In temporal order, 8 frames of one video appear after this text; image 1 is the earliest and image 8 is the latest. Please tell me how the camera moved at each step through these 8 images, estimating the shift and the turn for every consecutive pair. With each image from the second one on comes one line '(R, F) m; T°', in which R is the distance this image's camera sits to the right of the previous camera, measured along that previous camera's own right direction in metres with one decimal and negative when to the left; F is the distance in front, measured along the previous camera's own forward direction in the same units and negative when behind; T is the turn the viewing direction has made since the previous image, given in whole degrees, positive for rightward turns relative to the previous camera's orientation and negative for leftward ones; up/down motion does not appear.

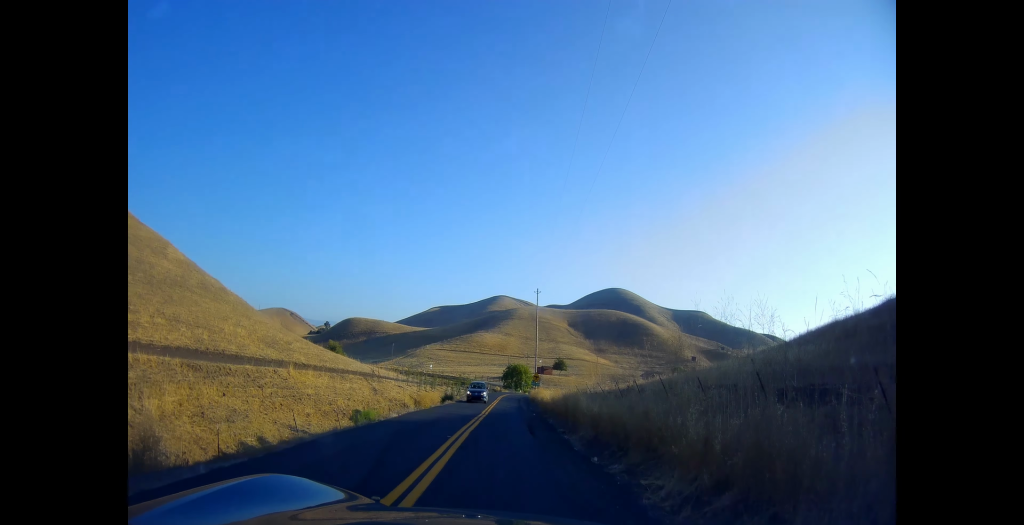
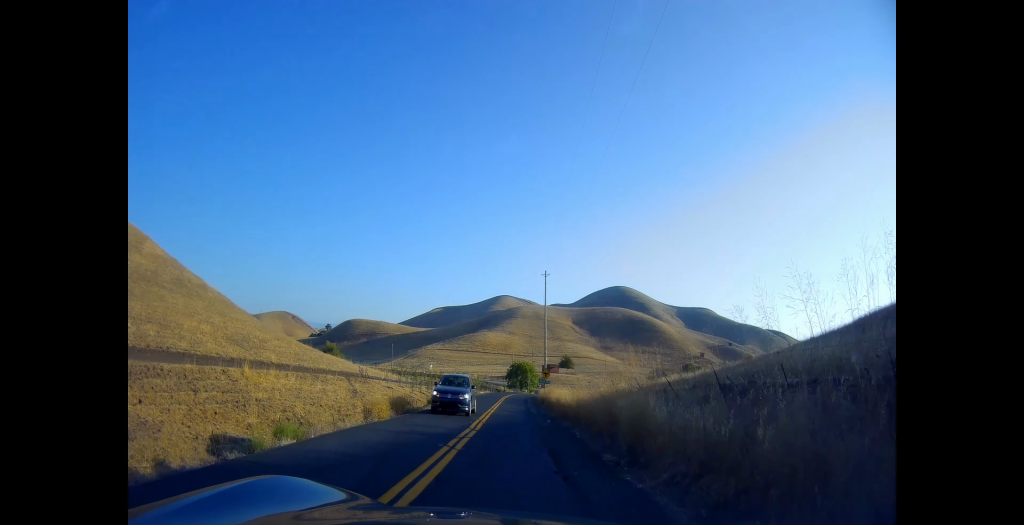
(-0.1, +9.5) m; -2°
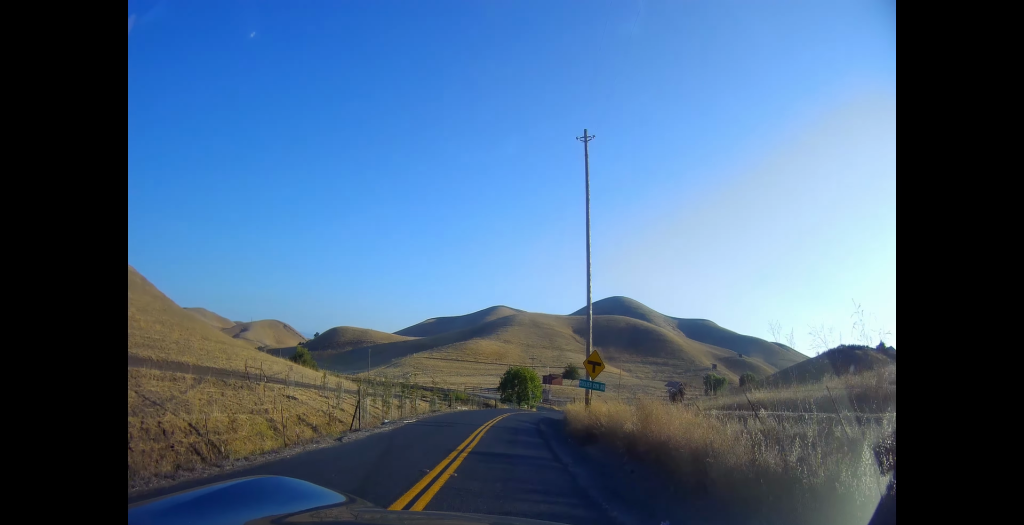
(-1.0, +31.2) m; 0°
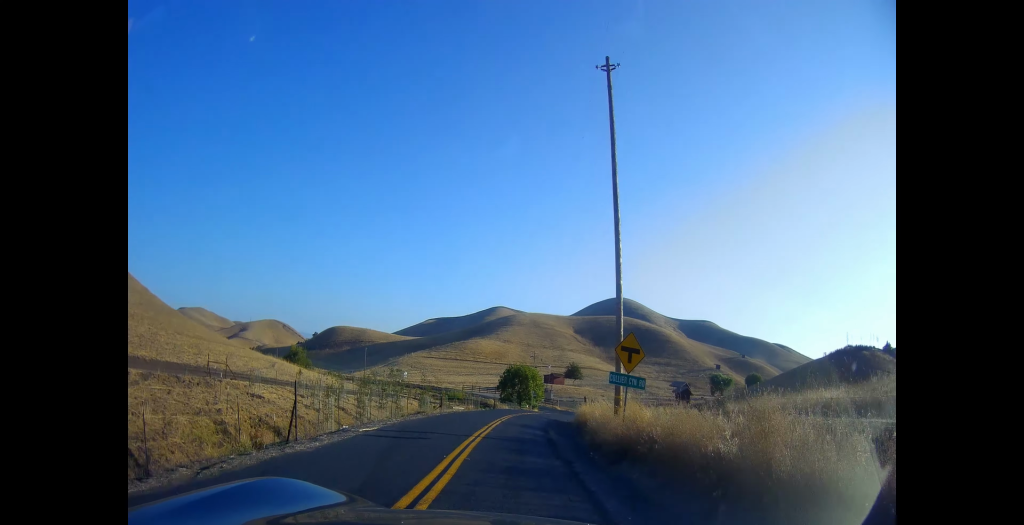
(+0.3, +6.1) m; +1°
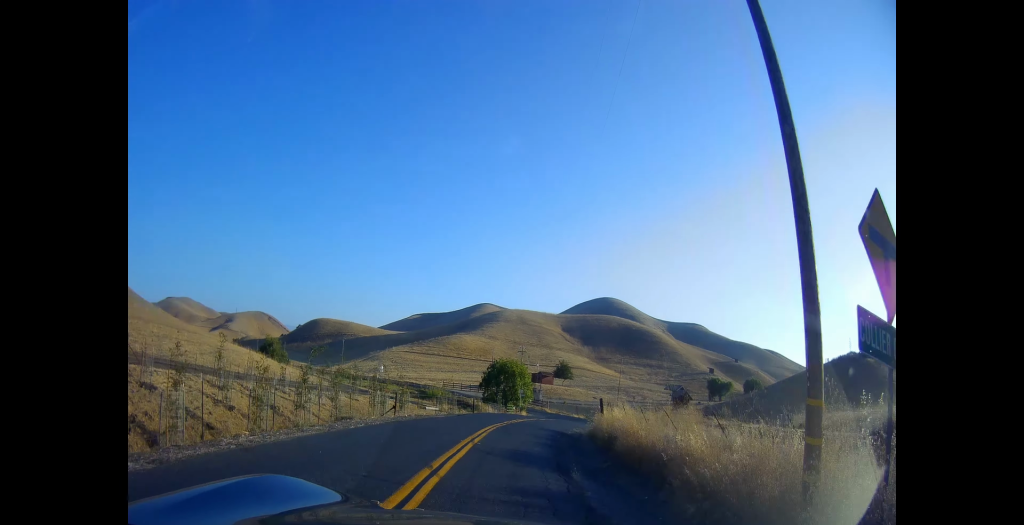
(+0.2, +11.4) m; +2°
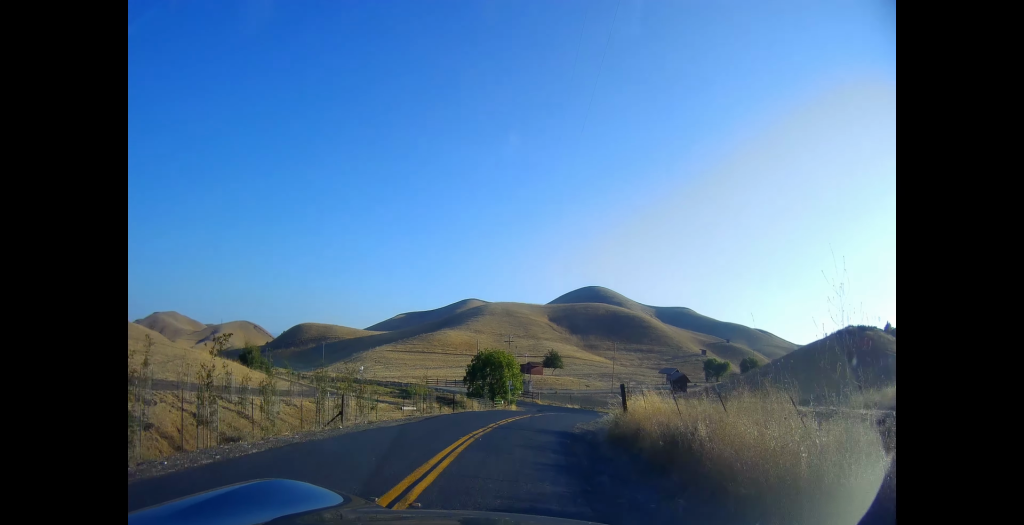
(-0.3, +7.3) m; +2°
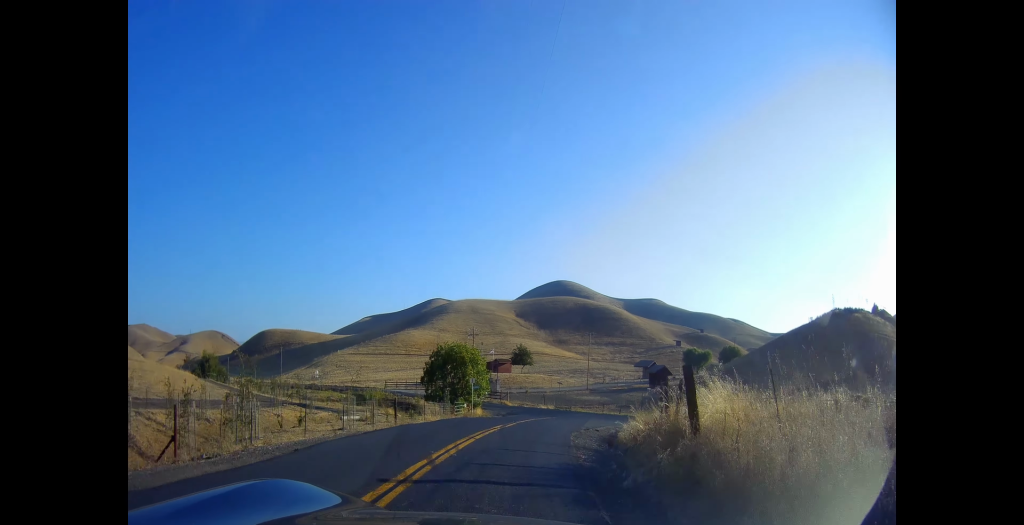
(+0.2, +9.7) m; +4°
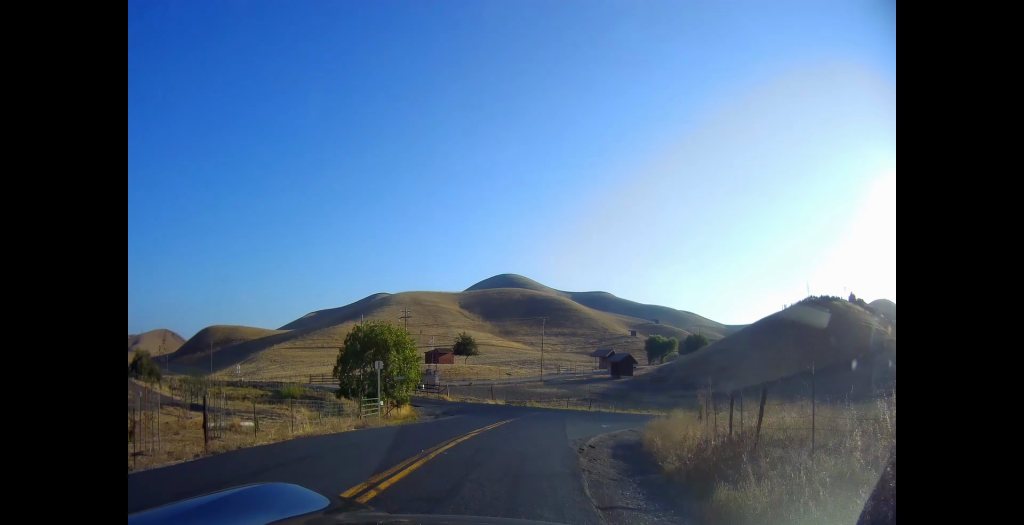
(+1.0, +14.4) m; +6°
